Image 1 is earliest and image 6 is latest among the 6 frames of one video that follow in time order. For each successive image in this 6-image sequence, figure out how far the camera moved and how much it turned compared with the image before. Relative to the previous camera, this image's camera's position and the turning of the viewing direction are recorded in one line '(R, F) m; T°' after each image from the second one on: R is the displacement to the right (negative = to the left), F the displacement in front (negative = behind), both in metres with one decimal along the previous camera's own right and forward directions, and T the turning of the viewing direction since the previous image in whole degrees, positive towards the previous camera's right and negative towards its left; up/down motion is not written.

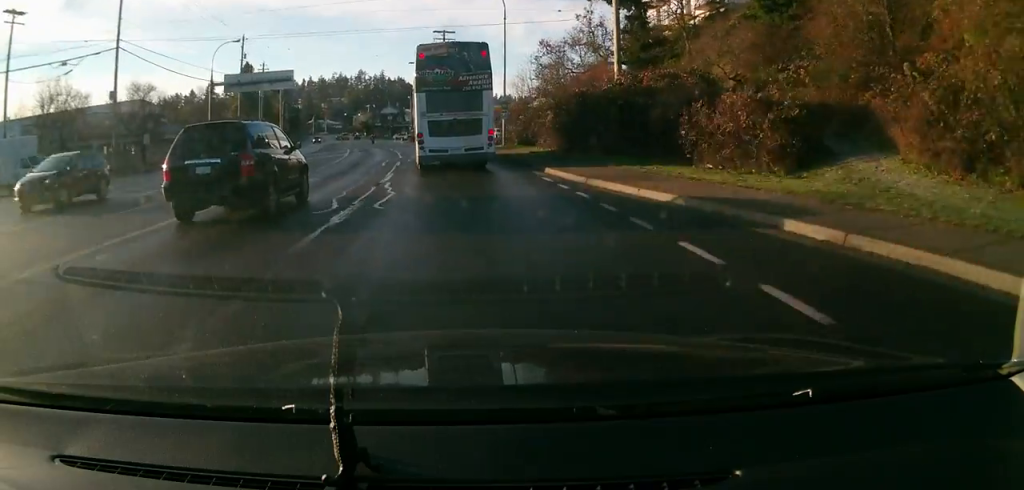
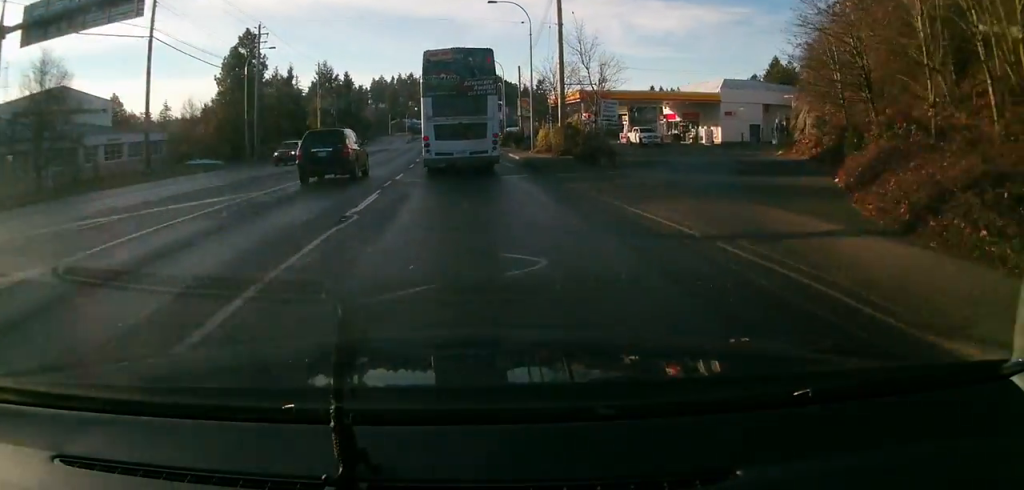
(-2.1, +40.8) m; -8°
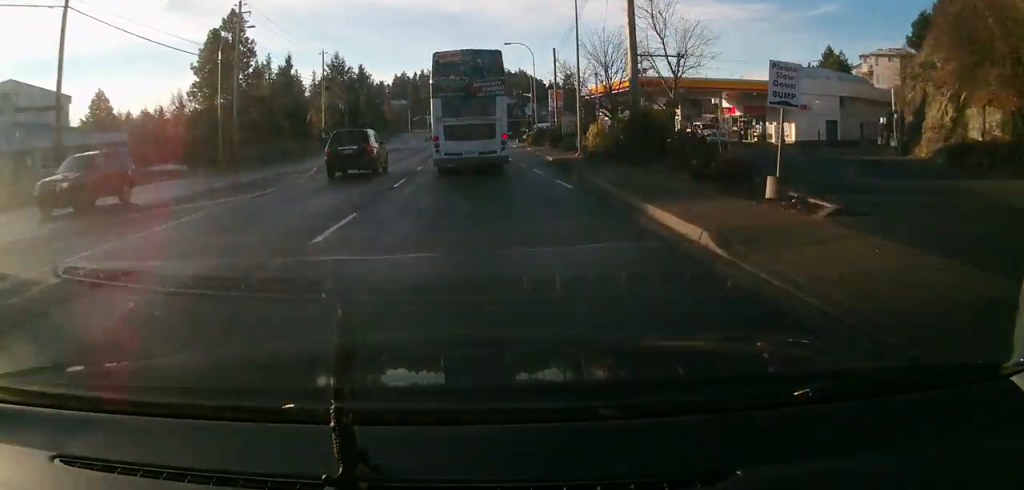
(-0.6, +12.1) m; -4°
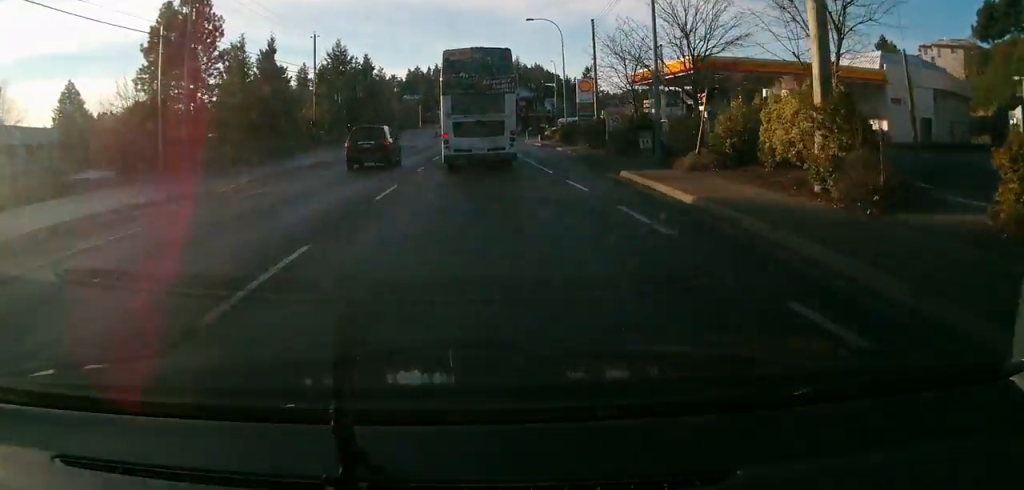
(-0.3, +12.7) m; -1°
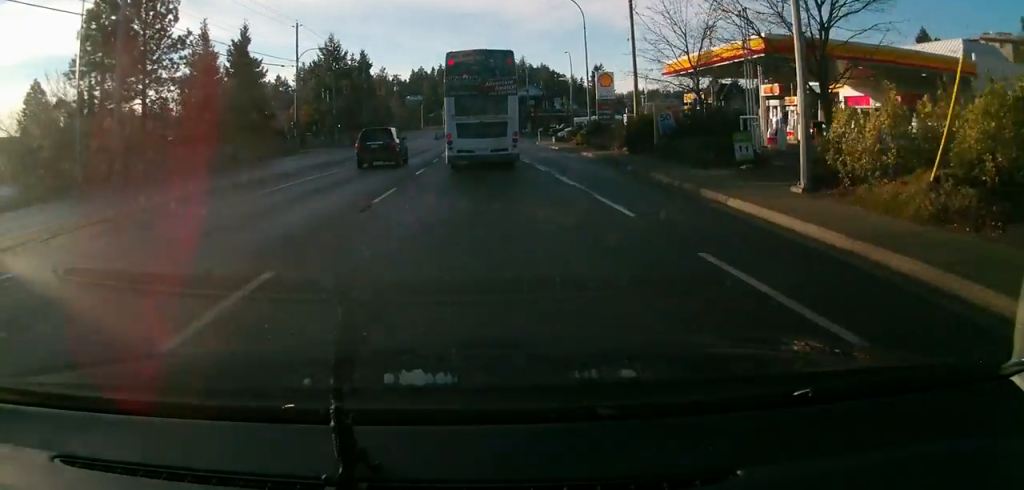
(0.0, +9.9) m; -1°
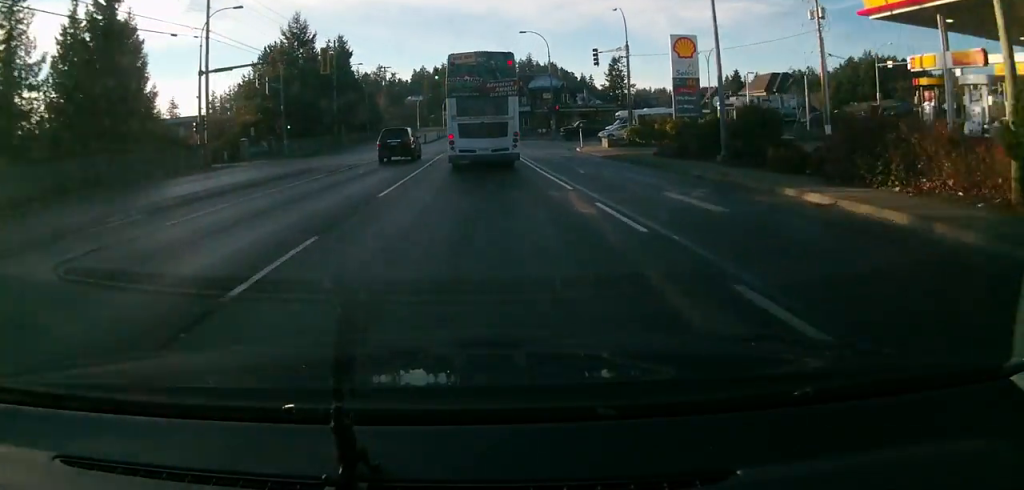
(-0.9, +25.2) m; -5°
